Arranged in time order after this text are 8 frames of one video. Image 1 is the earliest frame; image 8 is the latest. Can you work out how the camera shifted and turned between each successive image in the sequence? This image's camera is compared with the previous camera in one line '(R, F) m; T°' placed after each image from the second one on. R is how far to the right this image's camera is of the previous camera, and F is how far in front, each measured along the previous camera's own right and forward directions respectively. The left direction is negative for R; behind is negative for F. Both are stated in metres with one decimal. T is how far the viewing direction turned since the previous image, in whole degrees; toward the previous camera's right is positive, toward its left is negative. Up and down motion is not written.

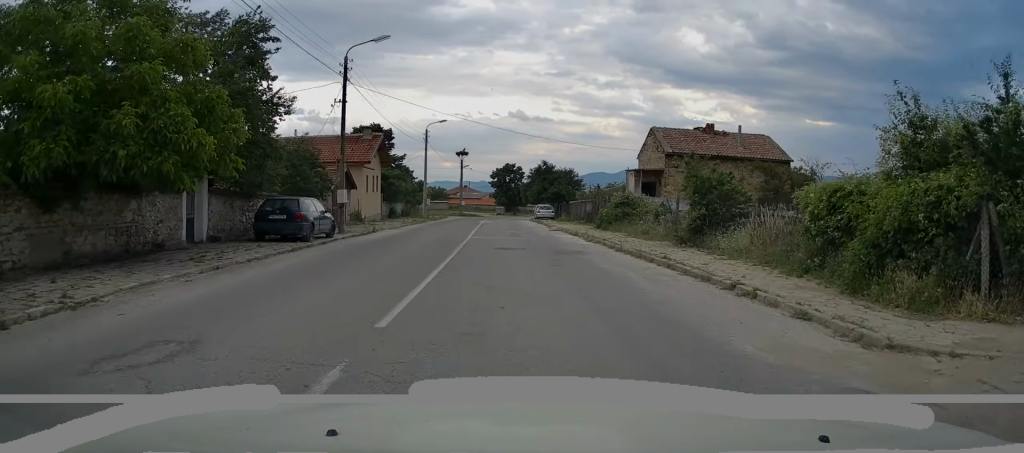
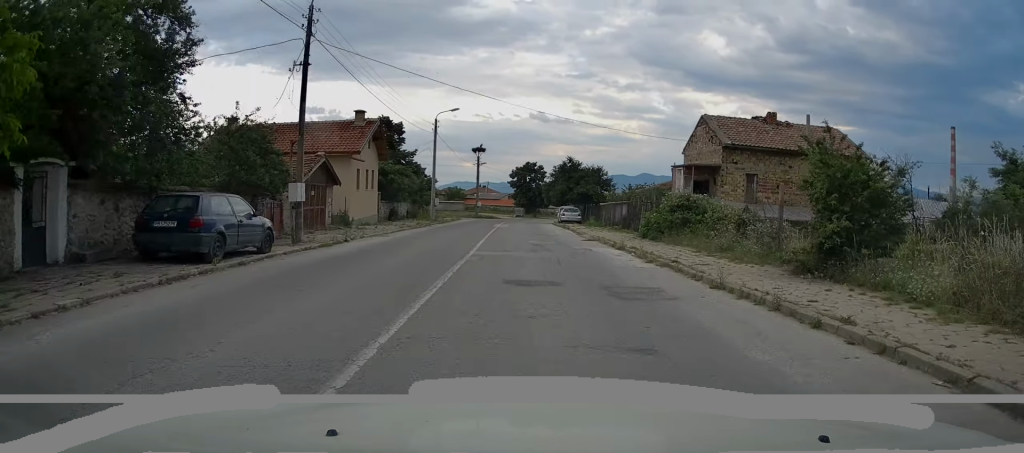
(-0.4, +6.9) m; -4°
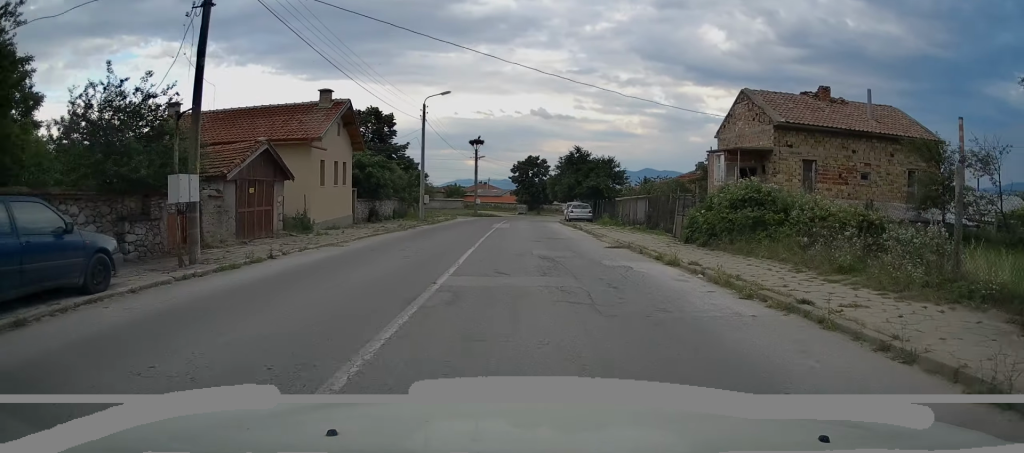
(-0.1, +6.1) m; -1°
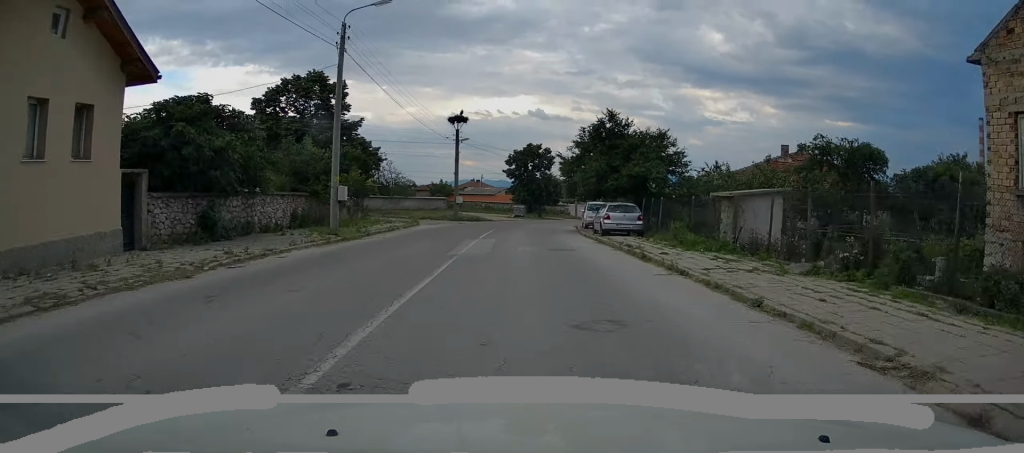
(+0.1, +19.1) m; +1°
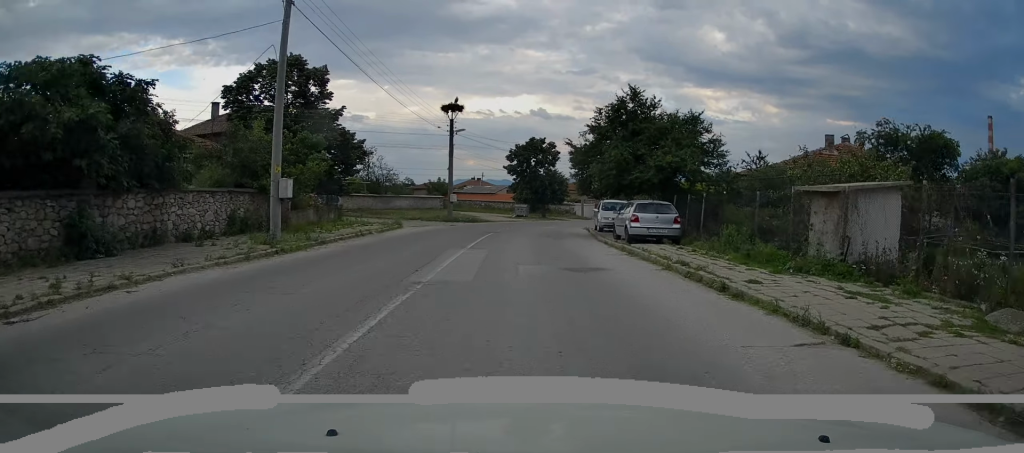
(0.0, +5.7) m; 0°
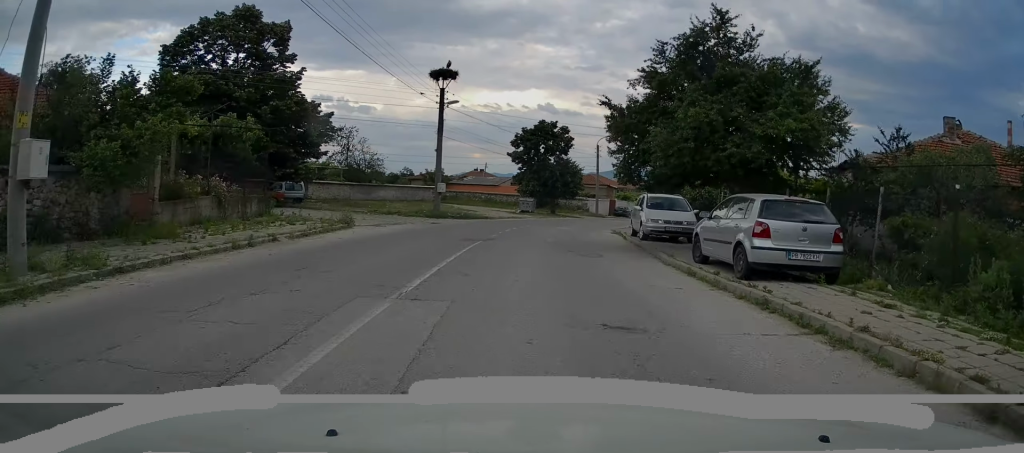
(0.0, +9.9) m; +1°
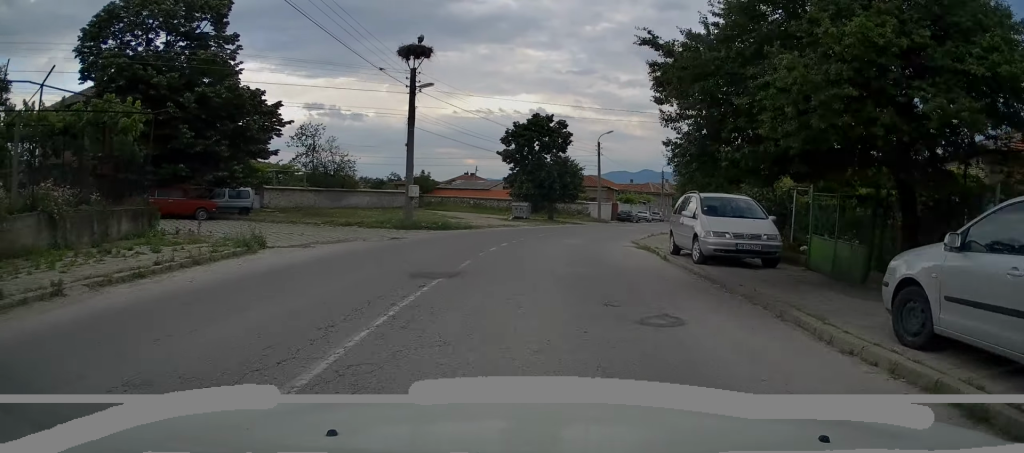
(0.0, +7.2) m; +1°
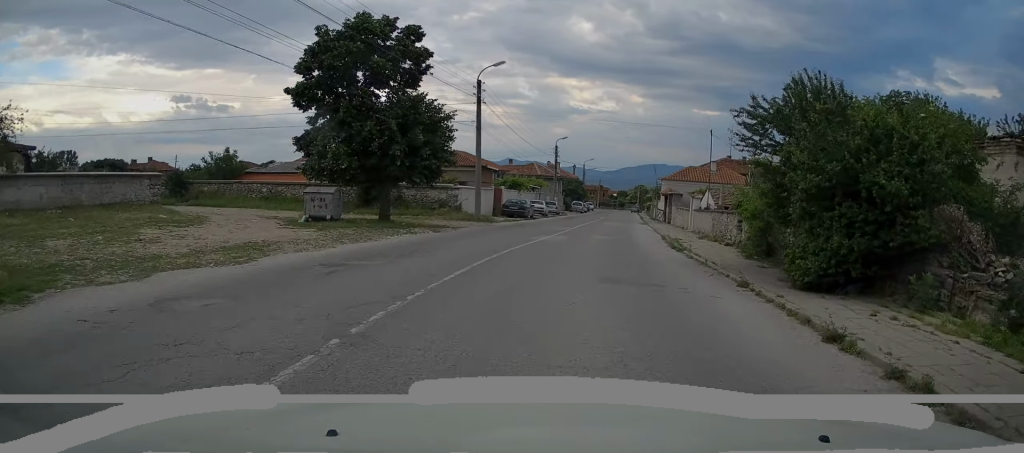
(+1.6, +25.5) m; +10°
